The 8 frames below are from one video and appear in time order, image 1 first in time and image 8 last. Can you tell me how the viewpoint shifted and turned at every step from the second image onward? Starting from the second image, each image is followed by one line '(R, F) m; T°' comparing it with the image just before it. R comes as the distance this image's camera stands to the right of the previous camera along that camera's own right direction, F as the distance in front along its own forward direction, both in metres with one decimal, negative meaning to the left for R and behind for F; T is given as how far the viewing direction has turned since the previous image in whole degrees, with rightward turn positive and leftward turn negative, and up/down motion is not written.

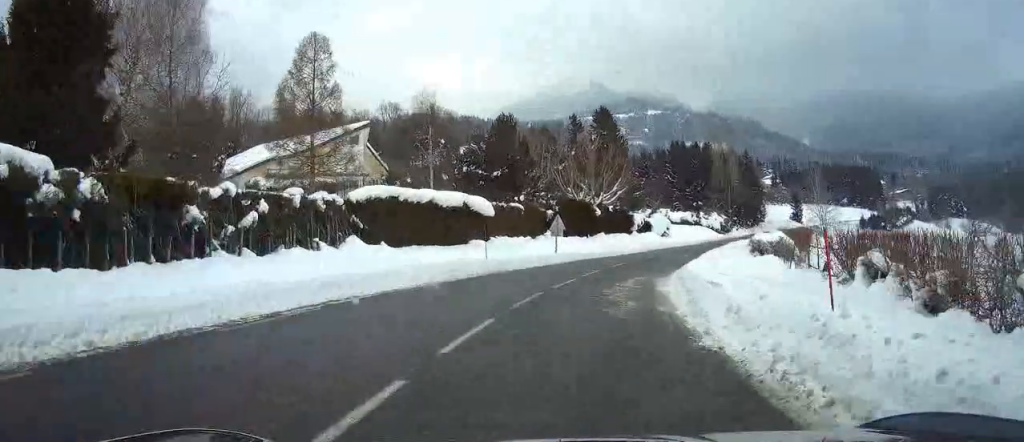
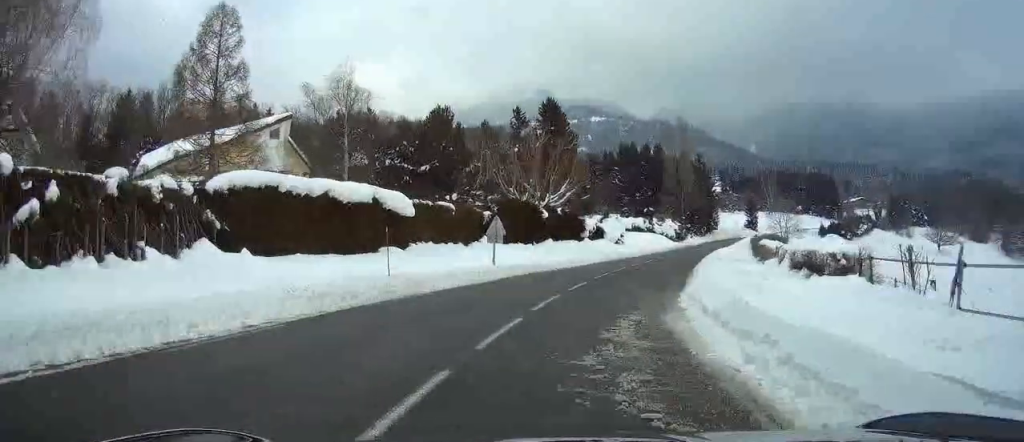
(+0.3, +9.1) m; +3°
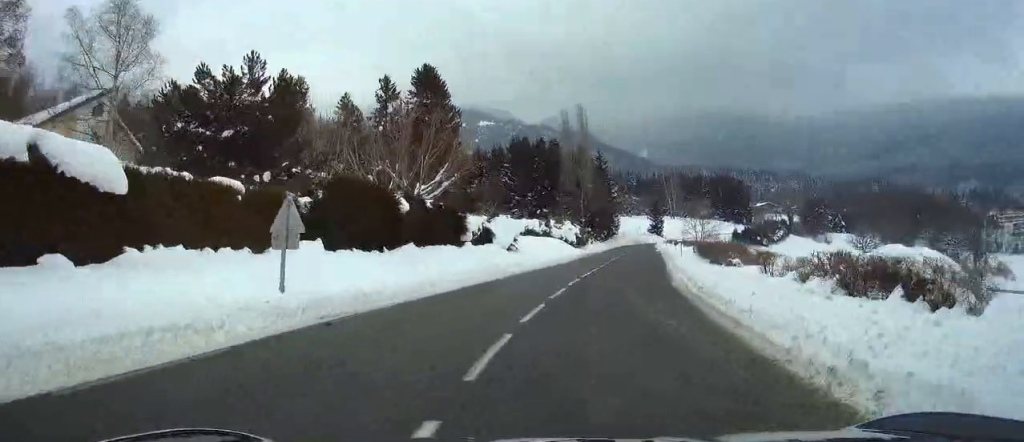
(+0.9, +15.2) m; +9°
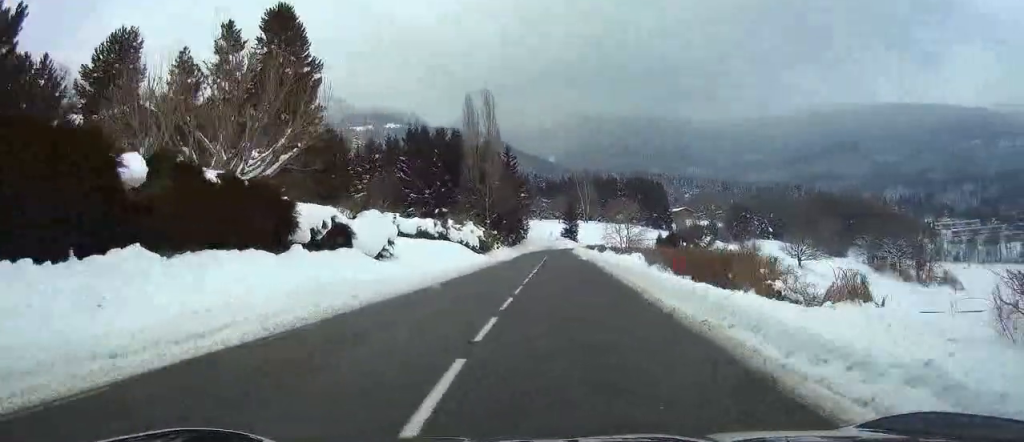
(+1.3, +15.3) m; +5°
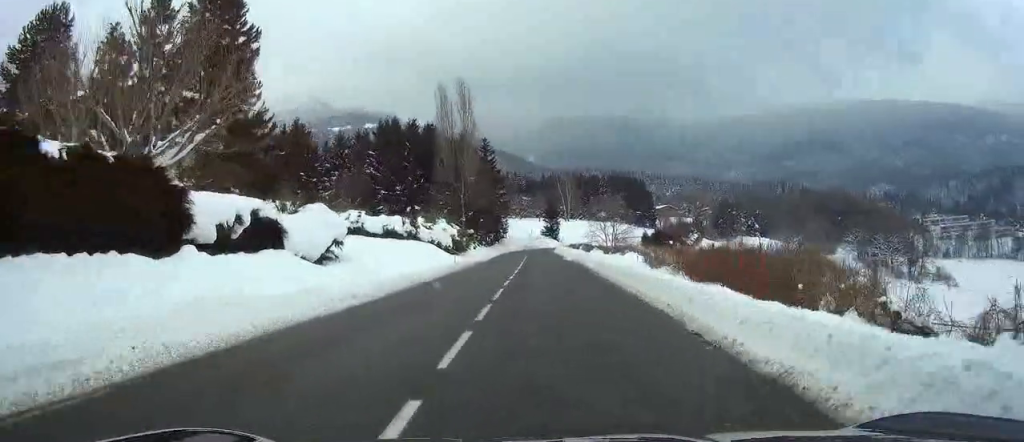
(0.0, +6.3) m; 0°
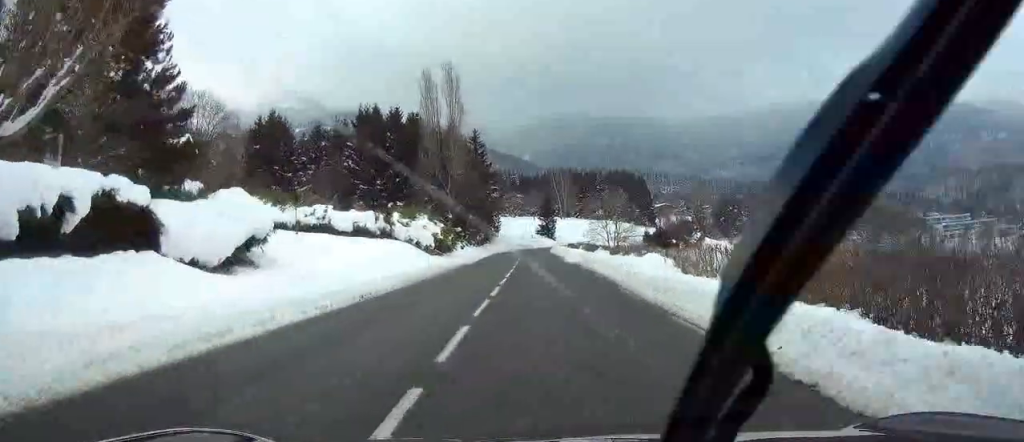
(0.0, +7.7) m; +2°
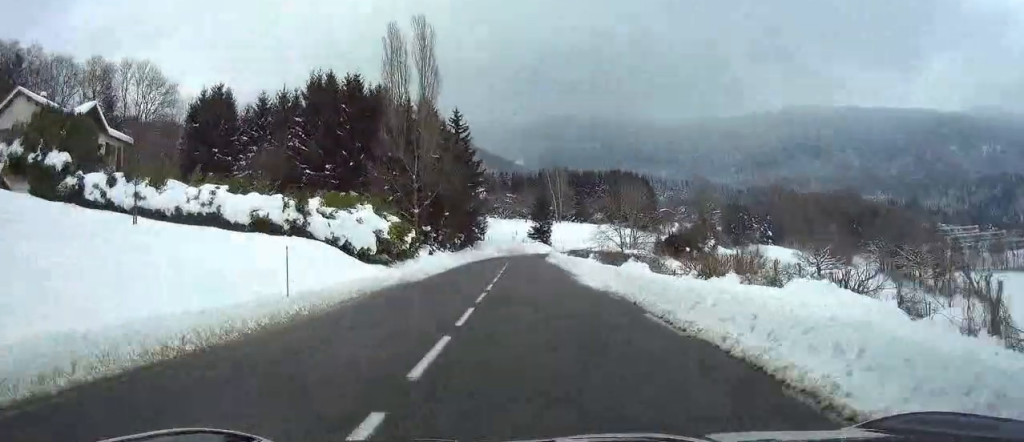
(+0.6, +17.6) m; +3°
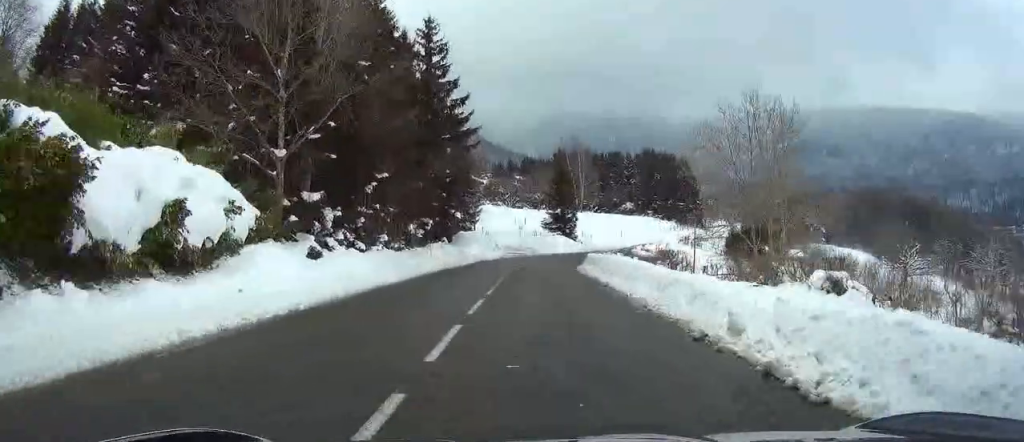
(+1.0, +33.2) m; +3°
